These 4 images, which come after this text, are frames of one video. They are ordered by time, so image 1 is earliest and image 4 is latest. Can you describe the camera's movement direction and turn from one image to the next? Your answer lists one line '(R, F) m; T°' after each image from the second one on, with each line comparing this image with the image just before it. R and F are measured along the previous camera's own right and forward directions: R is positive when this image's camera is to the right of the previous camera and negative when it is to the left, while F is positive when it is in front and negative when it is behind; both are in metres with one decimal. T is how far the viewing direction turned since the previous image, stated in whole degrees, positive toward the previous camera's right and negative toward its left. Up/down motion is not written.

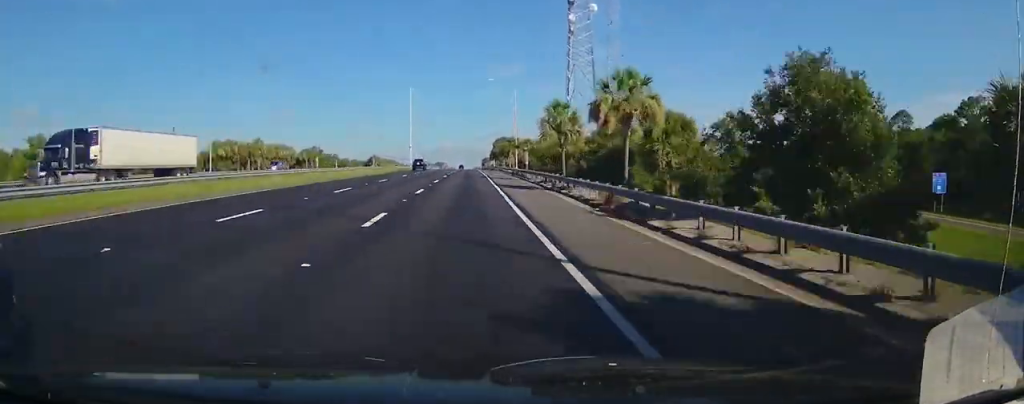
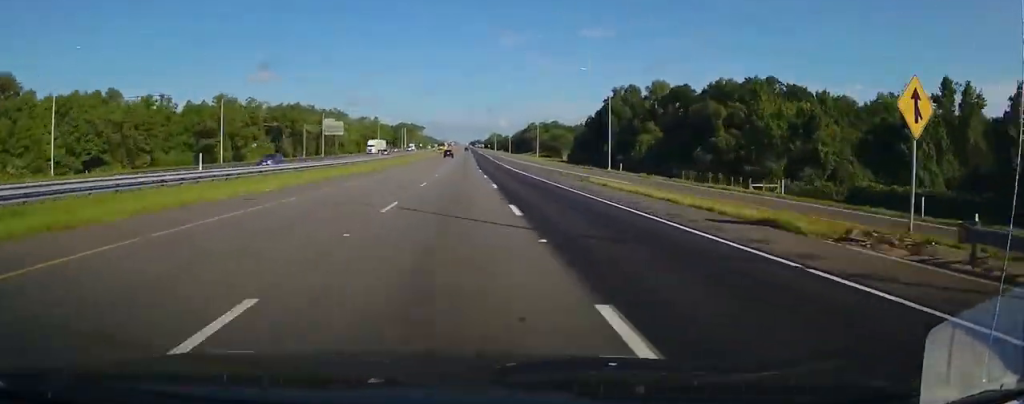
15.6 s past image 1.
(-5.2, +540.7) m; 0°
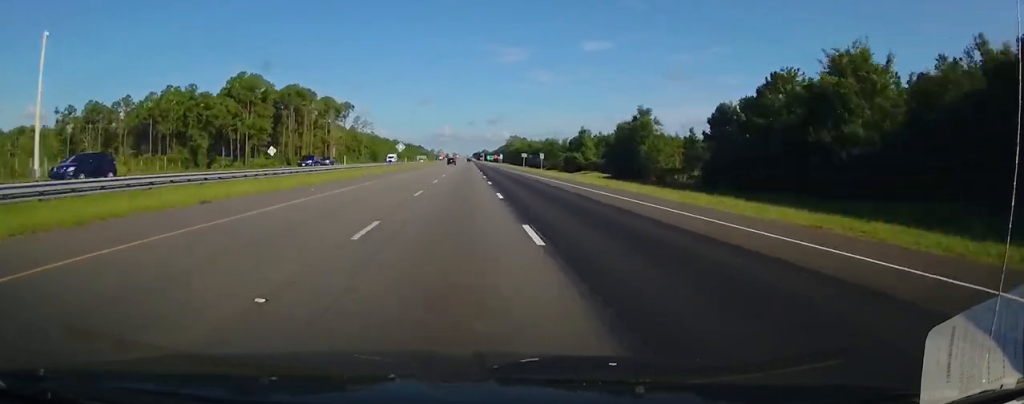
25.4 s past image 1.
(+0.8, +330.5) m; 0°
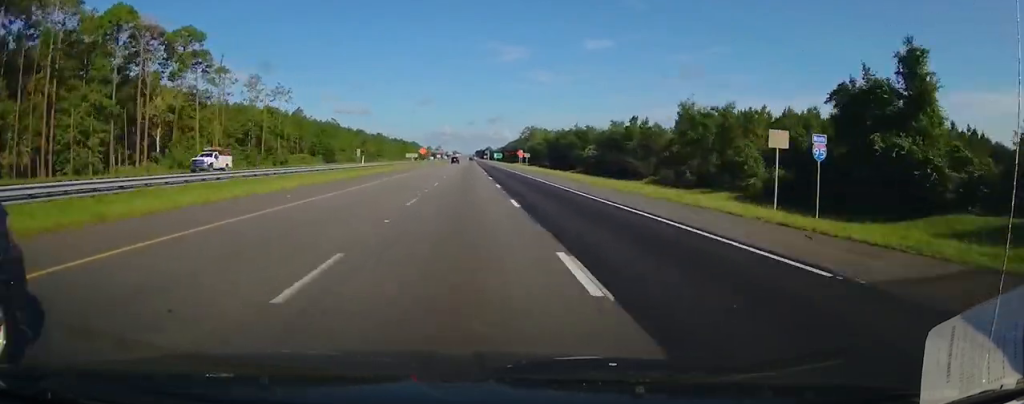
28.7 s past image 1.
(-1.1, +115.4) m; 0°
